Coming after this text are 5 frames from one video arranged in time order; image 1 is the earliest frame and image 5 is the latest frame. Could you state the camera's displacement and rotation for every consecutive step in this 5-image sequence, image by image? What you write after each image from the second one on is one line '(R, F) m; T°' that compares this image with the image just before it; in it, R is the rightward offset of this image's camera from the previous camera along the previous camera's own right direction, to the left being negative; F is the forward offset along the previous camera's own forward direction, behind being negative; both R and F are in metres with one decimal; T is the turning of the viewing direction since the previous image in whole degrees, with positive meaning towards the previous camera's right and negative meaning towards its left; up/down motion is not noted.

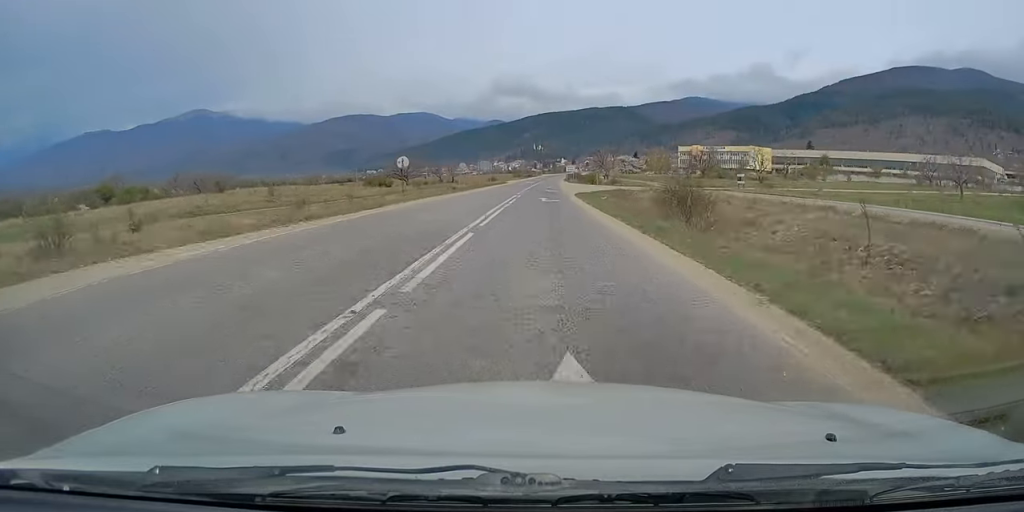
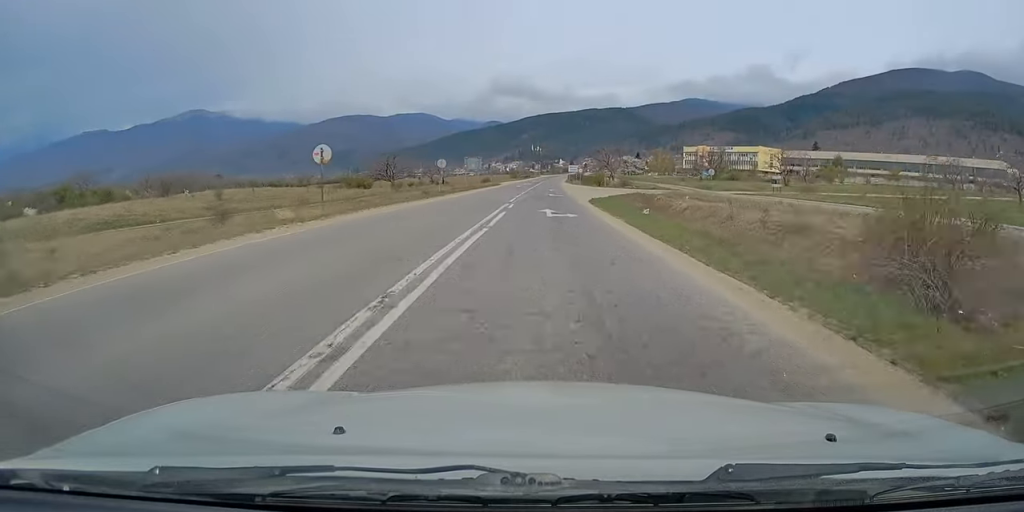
(-0.1, +13.7) m; 0°
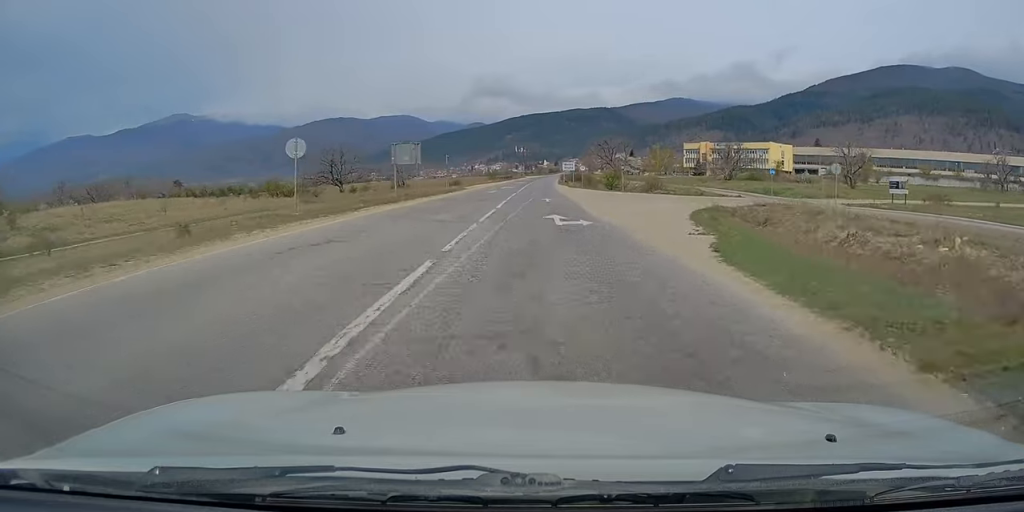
(0.0, +28.9) m; +1°
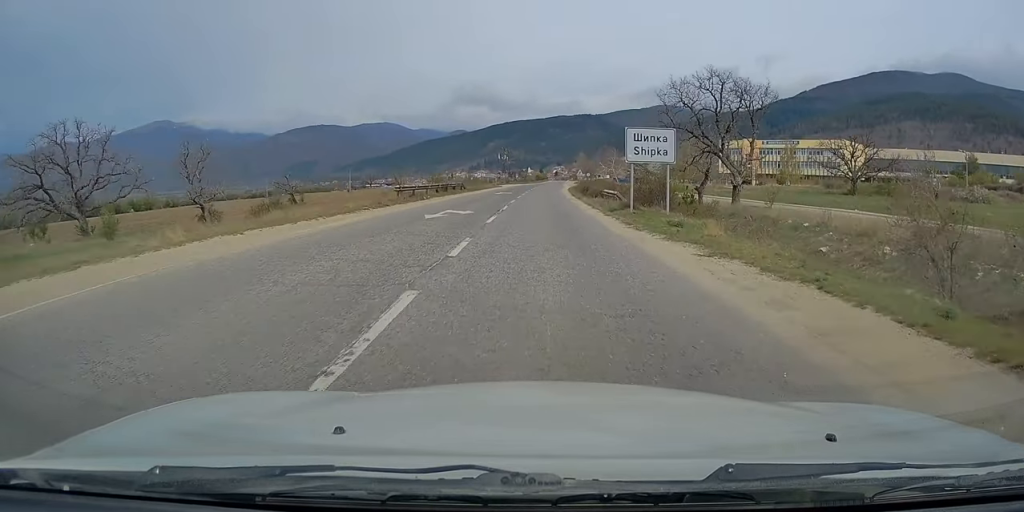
(+1.6, +67.9) m; +2°
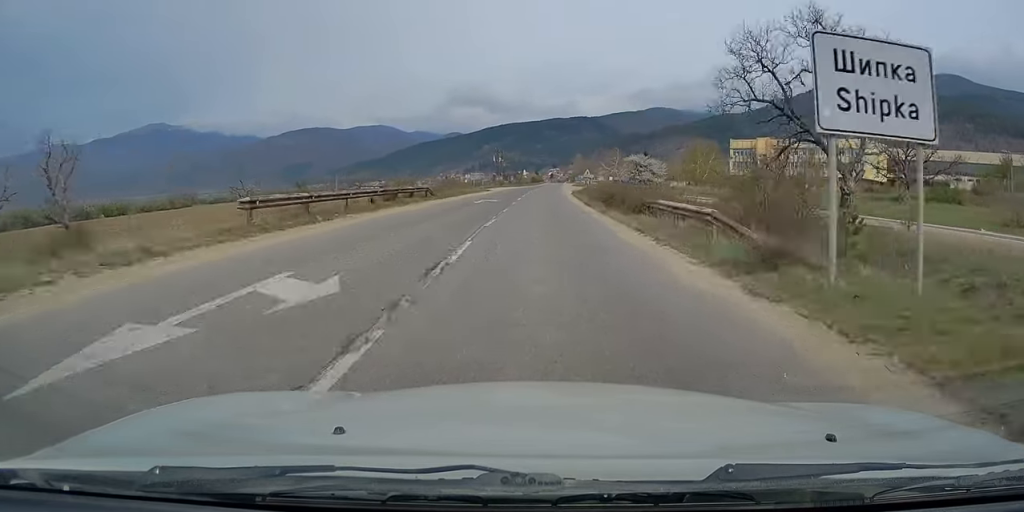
(-0.2, +15.5) m; 0°
